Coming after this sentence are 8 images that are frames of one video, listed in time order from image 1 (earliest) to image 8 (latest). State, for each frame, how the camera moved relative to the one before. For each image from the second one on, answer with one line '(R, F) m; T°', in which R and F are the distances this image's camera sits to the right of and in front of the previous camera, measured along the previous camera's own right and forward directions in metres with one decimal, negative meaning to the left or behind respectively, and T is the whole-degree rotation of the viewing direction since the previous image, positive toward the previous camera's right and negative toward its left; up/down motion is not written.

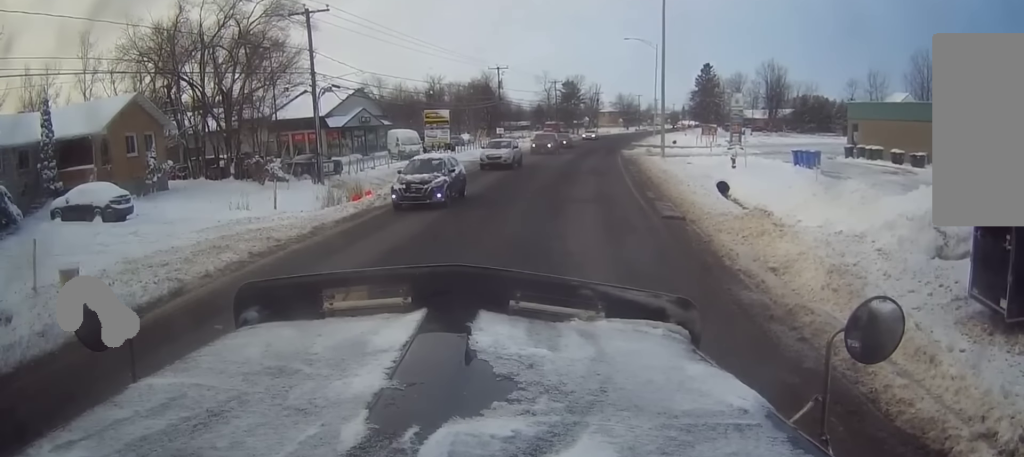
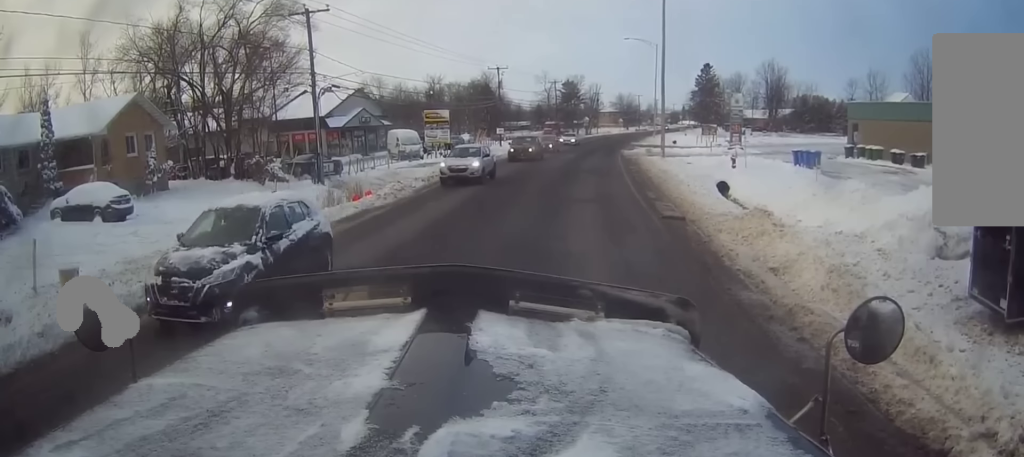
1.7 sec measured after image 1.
(0.0, 0.0) m; 0°
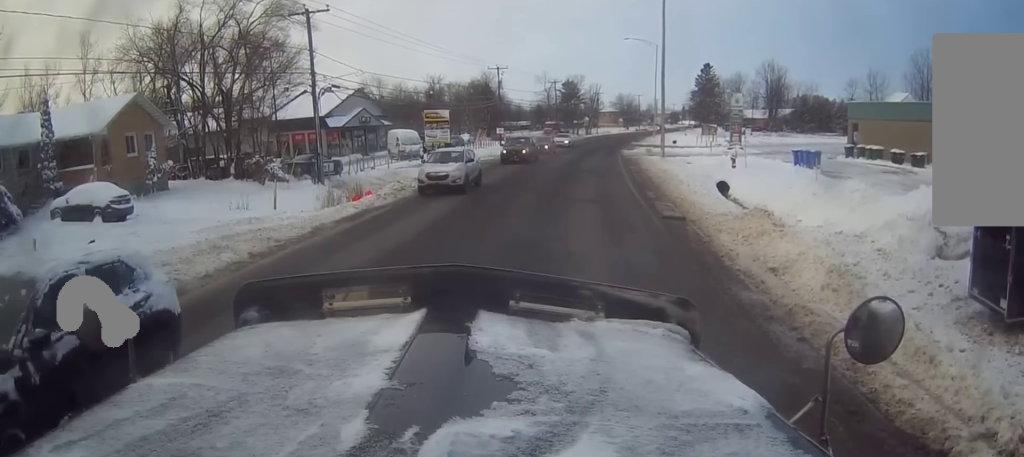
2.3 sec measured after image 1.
(0.0, 0.0) m; 0°
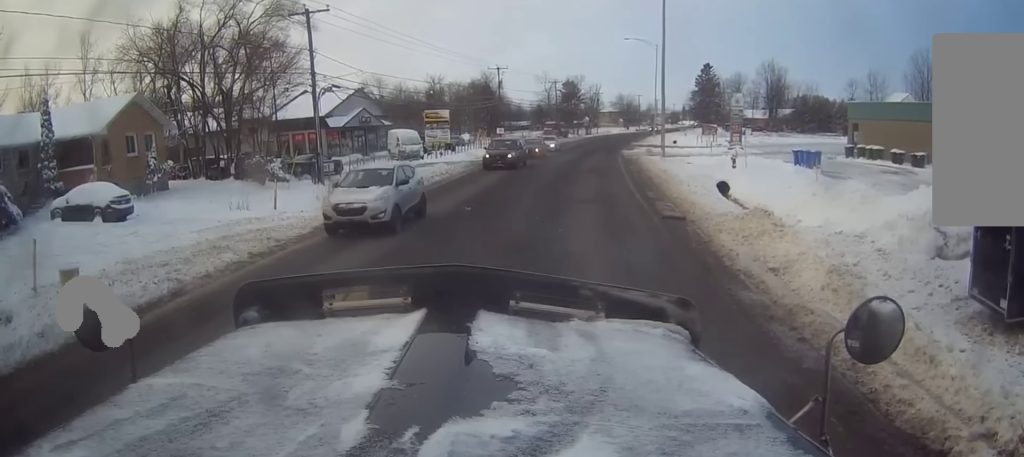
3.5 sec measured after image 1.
(0.0, 0.0) m; 0°
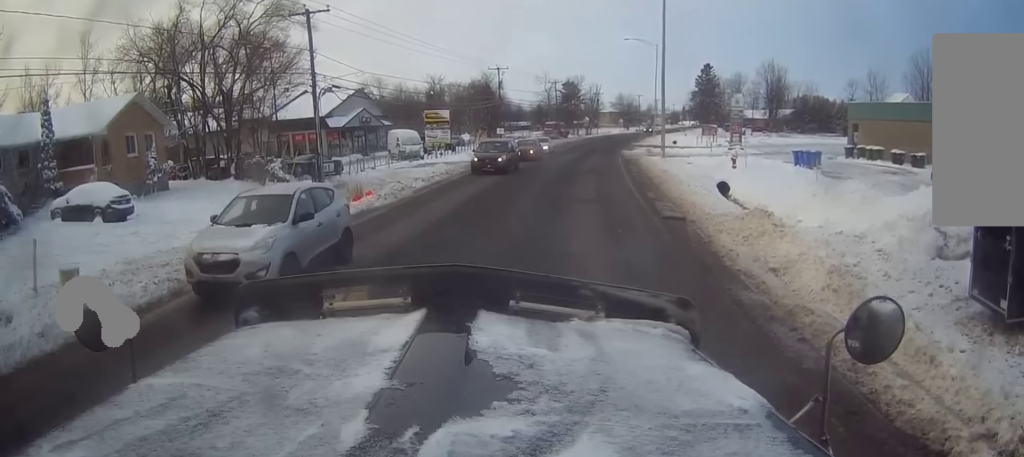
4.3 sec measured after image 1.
(0.0, 0.0) m; 0°
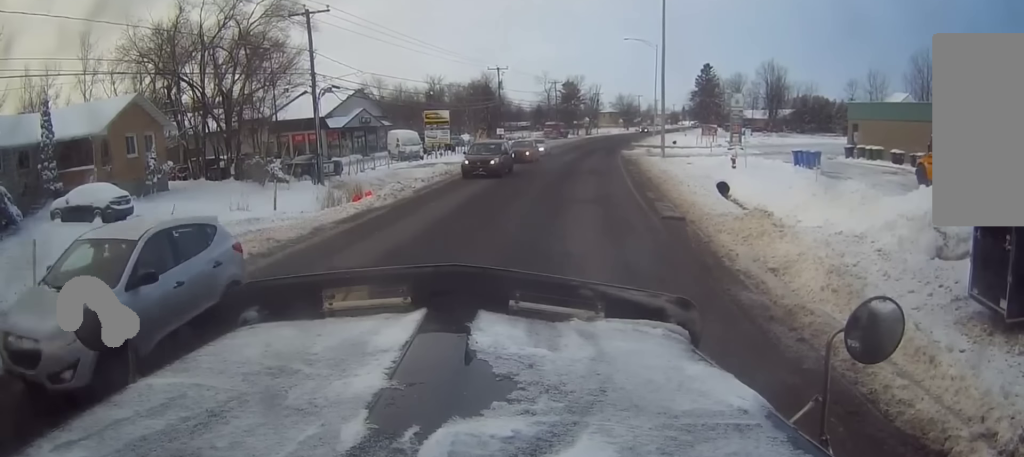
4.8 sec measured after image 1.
(0.0, 0.0) m; 0°
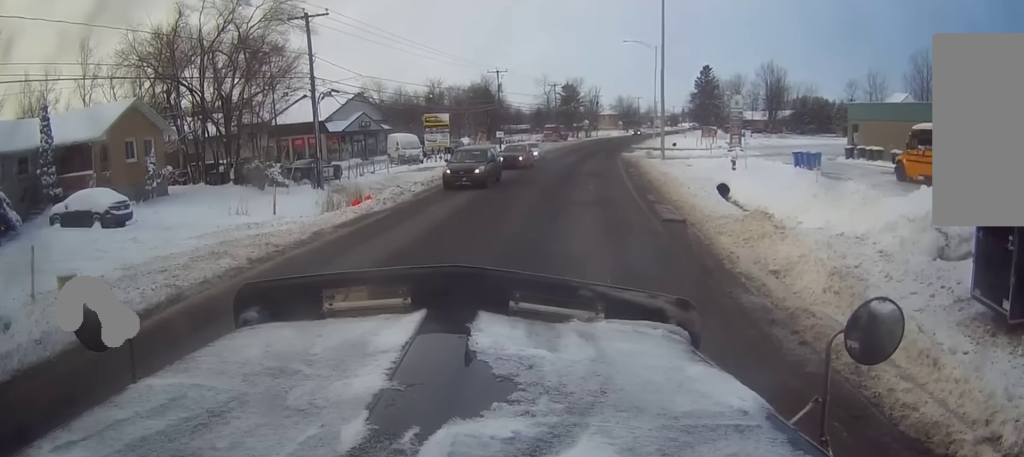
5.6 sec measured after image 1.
(-0.1, +0.3) m; 0°
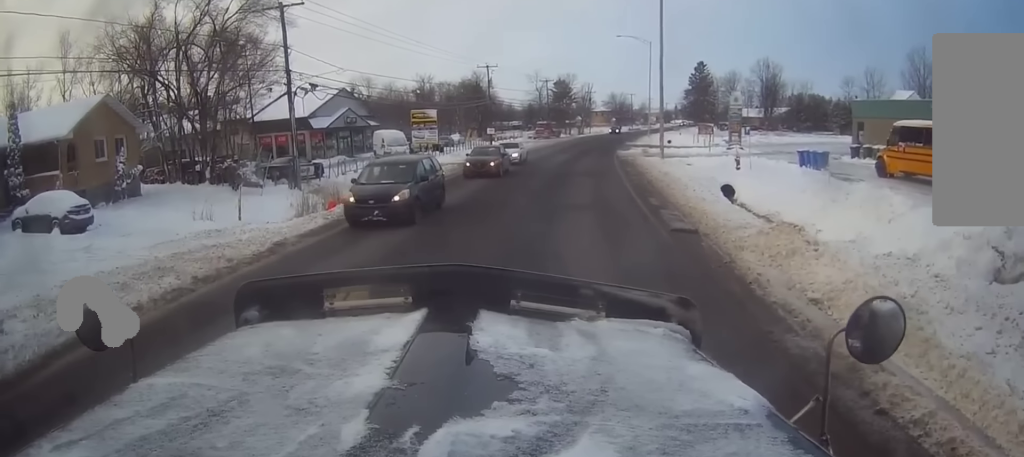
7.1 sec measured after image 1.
(-0.3, +2.4) m; -2°
